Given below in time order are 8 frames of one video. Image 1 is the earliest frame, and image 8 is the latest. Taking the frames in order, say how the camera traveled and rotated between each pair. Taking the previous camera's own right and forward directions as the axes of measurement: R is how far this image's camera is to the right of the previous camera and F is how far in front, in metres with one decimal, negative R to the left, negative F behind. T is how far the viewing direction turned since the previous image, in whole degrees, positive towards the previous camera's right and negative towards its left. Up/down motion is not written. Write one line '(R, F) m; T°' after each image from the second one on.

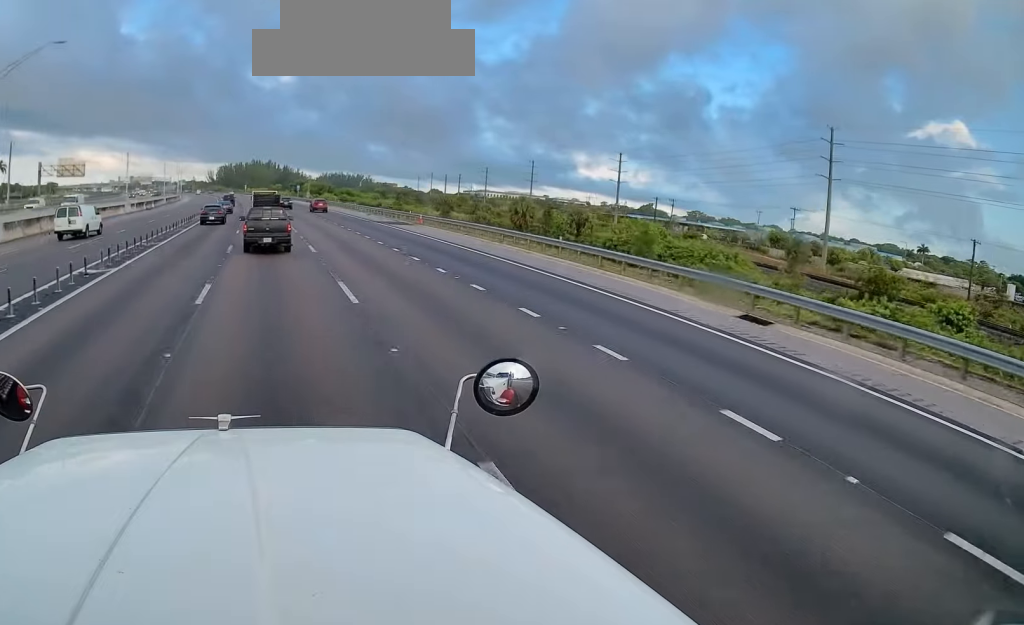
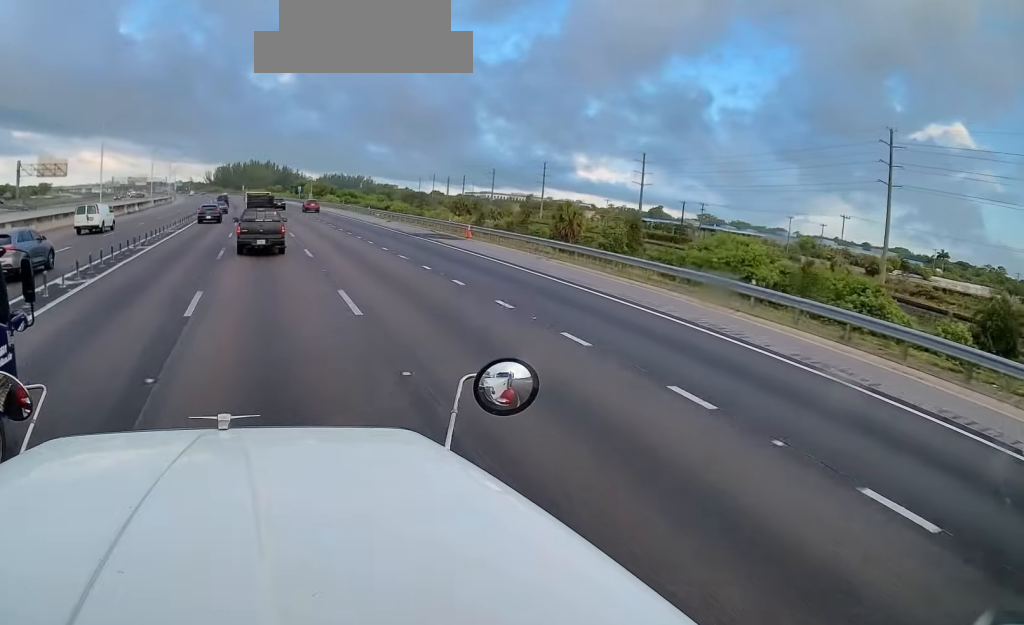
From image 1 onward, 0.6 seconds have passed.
(-0.2, +13.7) m; 0°
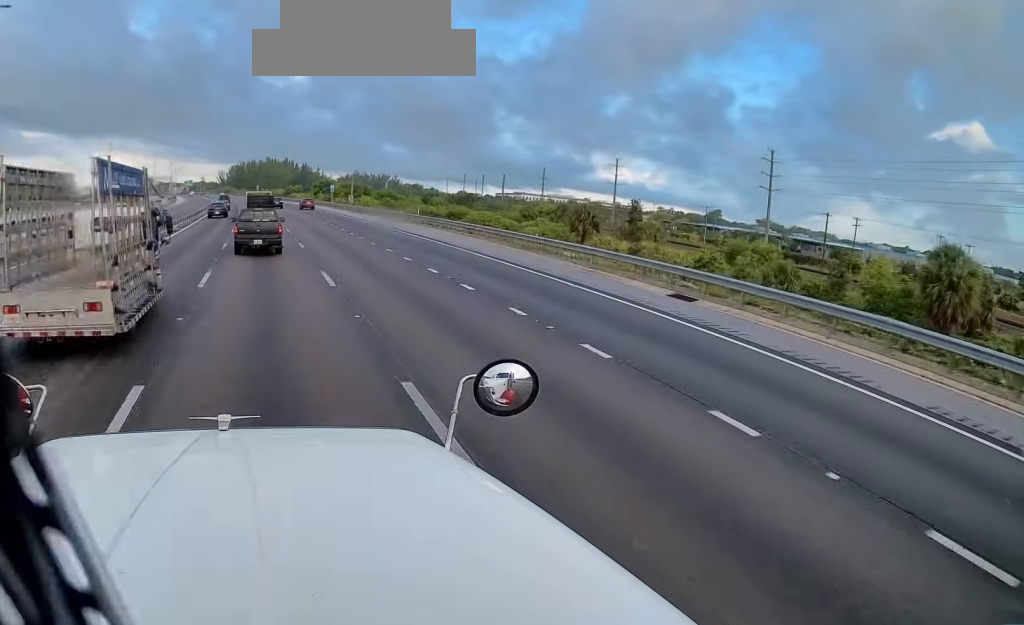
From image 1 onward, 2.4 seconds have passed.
(-0.2, +44.6) m; -2°
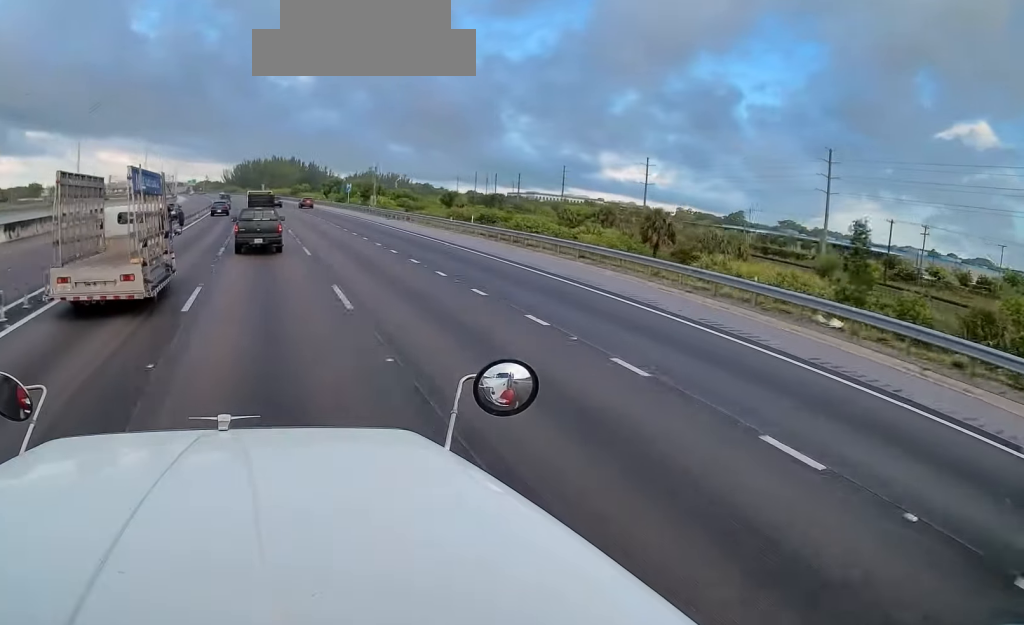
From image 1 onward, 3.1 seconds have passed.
(-0.1, +16.5) m; -1°
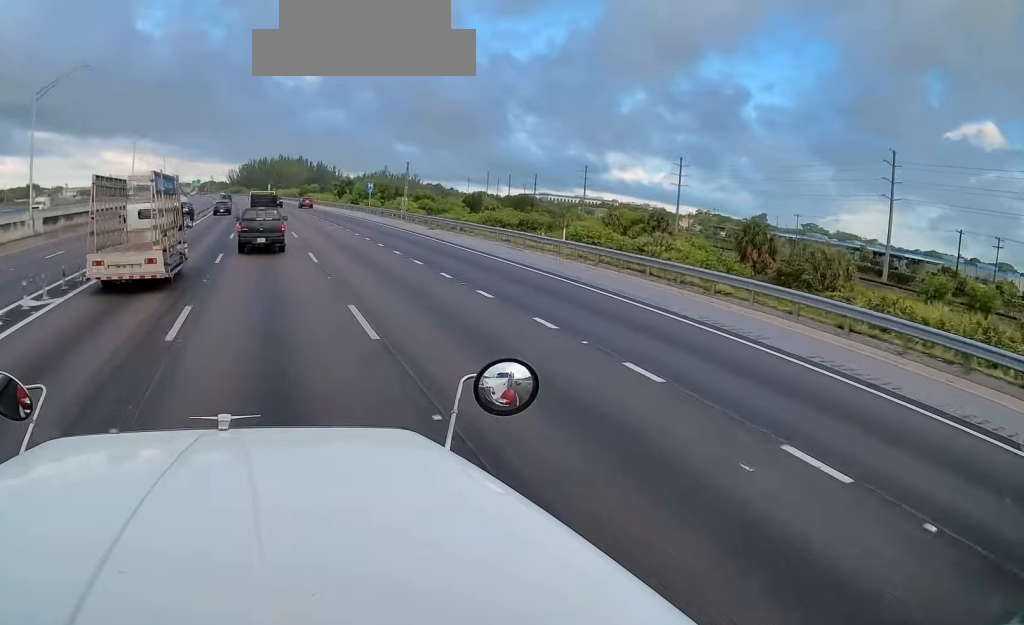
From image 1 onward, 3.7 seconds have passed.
(-0.1, +14.2) m; -1°
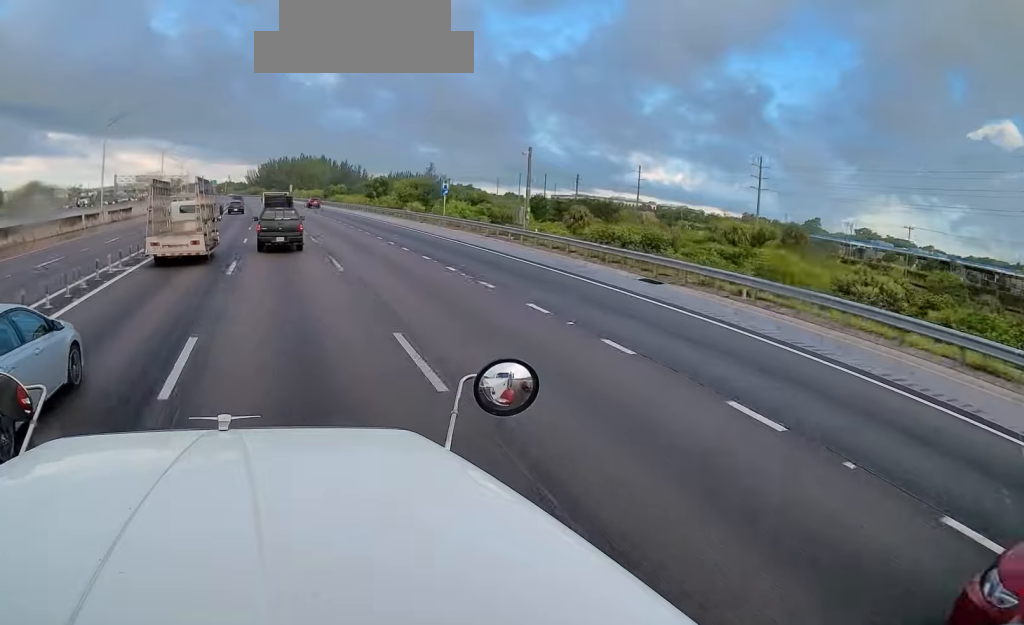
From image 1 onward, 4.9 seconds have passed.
(-0.3, +27.6) m; -1°
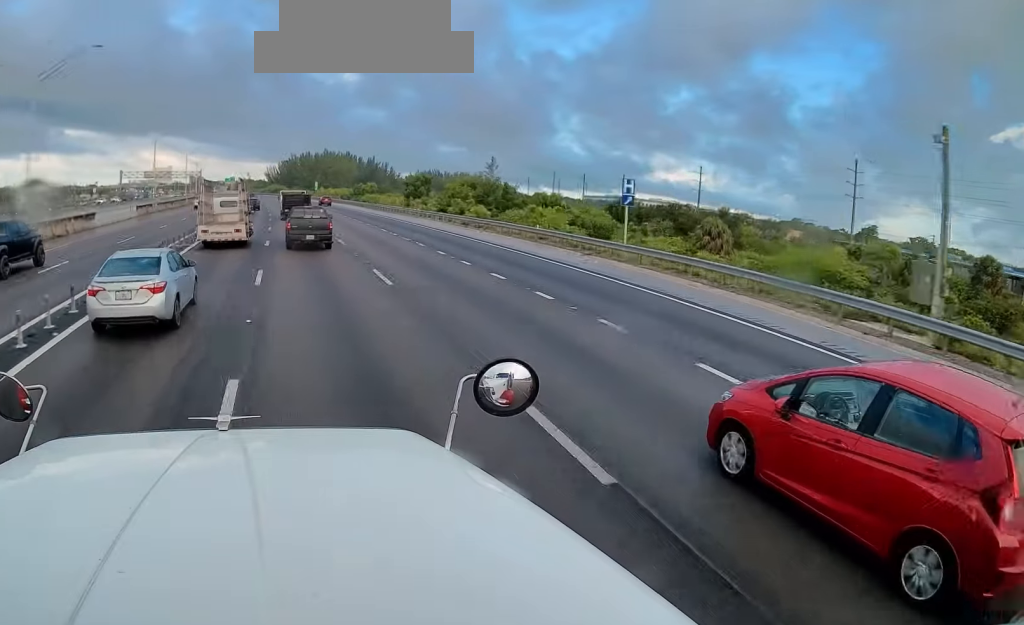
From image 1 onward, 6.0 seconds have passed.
(-0.4, +26.6) m; -2°
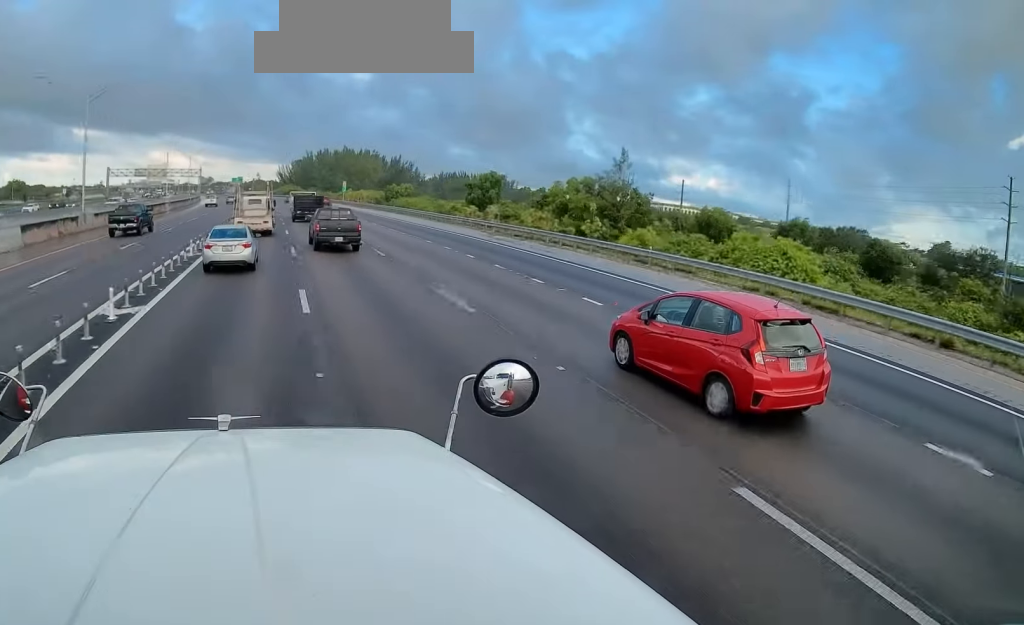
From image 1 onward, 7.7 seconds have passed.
(-0.5, +38.3) m; -1°
